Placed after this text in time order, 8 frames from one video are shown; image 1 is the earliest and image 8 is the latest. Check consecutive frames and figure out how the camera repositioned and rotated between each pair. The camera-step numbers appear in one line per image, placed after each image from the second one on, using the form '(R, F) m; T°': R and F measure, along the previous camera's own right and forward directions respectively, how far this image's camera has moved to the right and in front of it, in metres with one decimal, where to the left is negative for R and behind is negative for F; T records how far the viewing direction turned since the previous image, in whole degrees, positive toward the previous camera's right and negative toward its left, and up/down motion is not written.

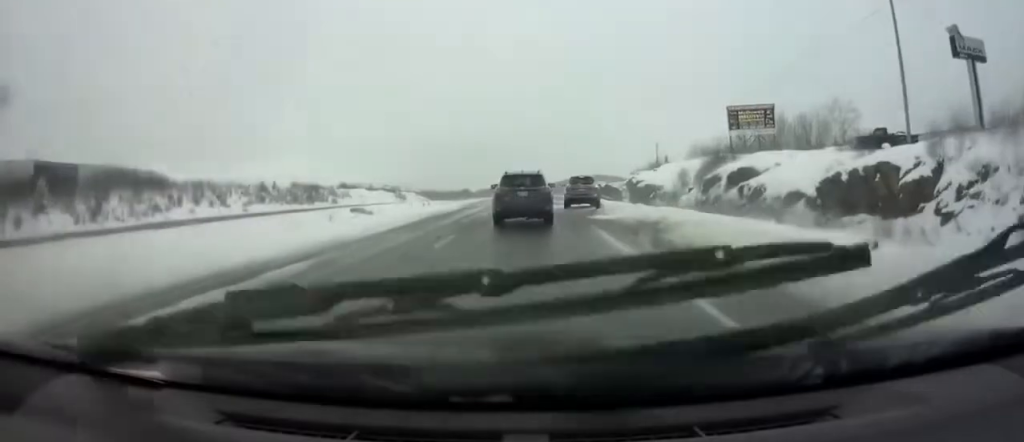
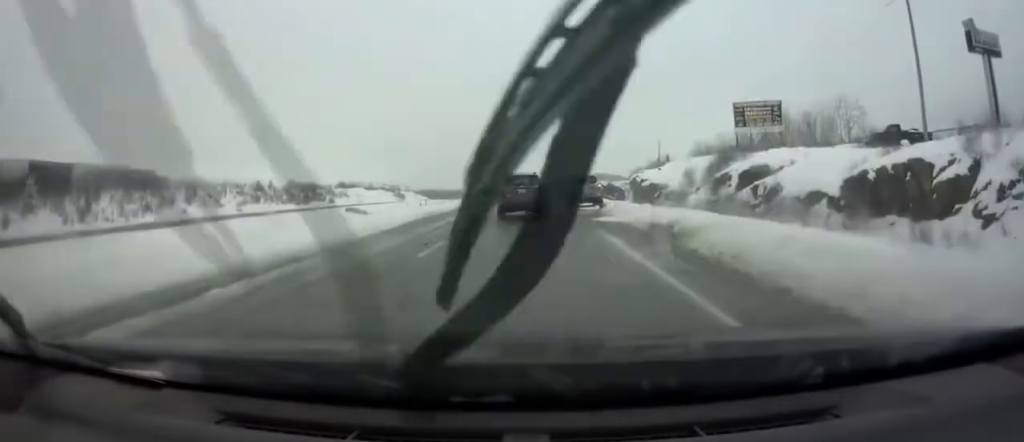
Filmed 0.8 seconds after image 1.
(+0.1, +1.9) m; +1°
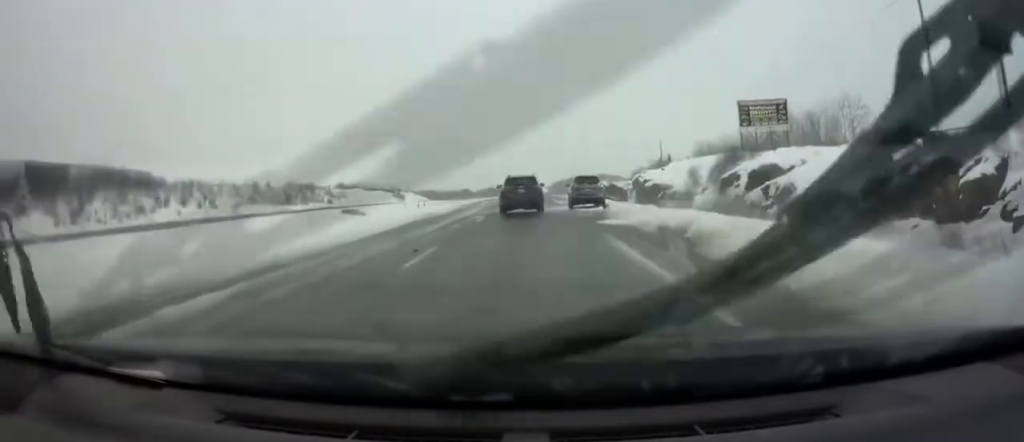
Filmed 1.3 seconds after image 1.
(0.0, +1.2) m; -1°
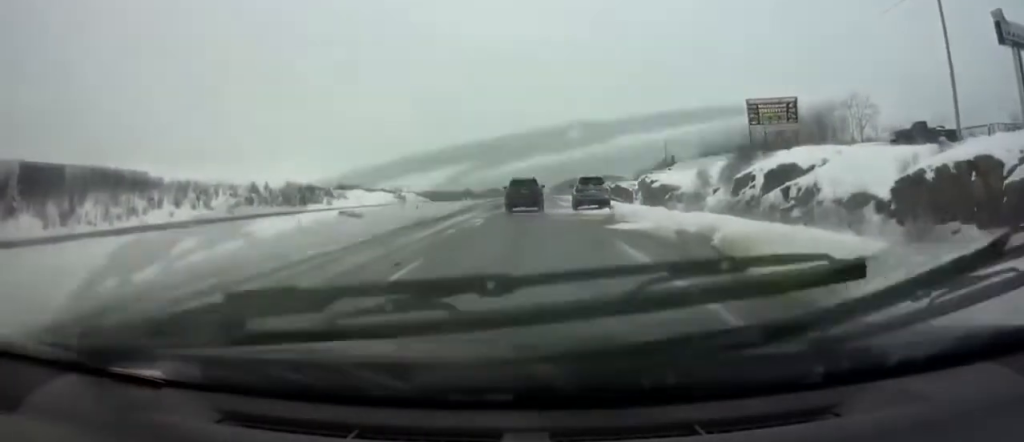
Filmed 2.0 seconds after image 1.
(-0.1, +1.8) m; -2°
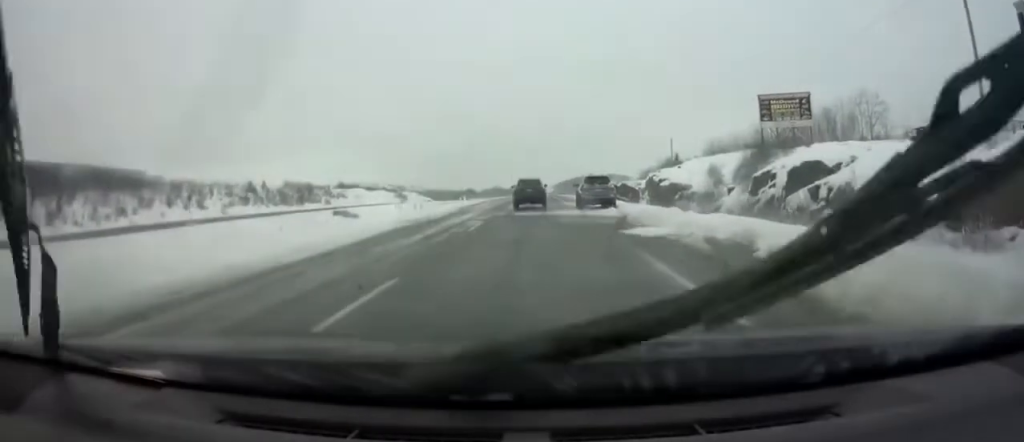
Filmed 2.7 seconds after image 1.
(0.0, +2.0) m; -2°
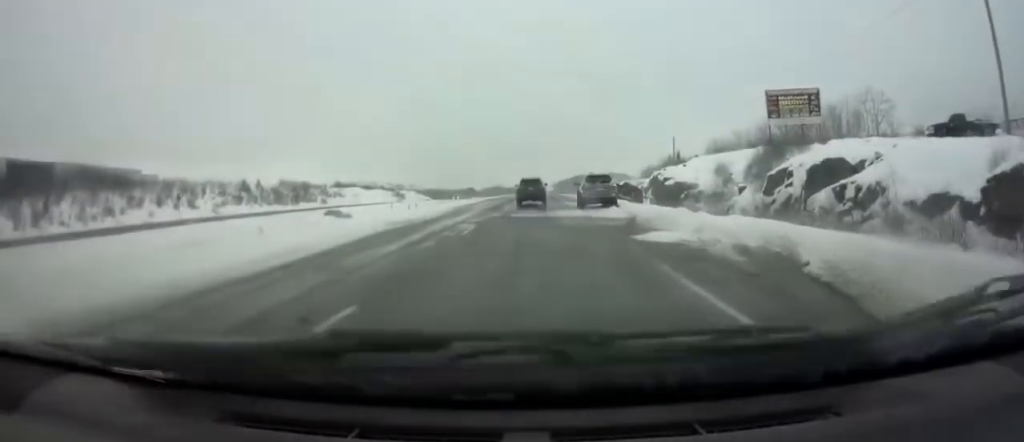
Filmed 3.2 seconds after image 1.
(0.0, +1.8) m; 0°
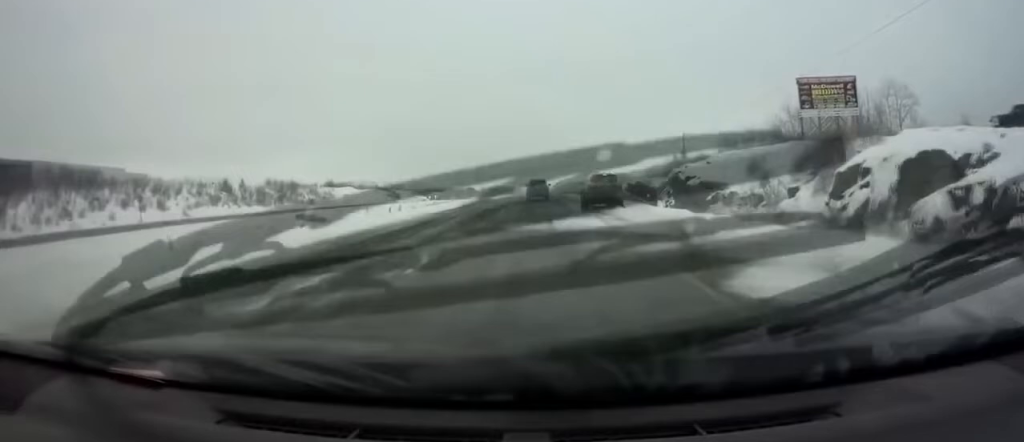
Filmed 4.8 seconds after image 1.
(0.0, +6.0) m; -1°
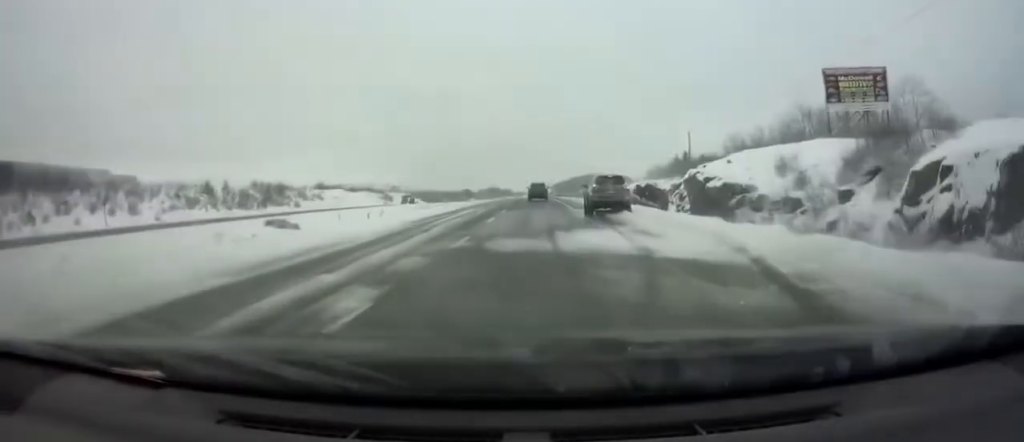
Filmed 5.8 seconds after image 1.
(-0.1, +4.8) m; -2°
